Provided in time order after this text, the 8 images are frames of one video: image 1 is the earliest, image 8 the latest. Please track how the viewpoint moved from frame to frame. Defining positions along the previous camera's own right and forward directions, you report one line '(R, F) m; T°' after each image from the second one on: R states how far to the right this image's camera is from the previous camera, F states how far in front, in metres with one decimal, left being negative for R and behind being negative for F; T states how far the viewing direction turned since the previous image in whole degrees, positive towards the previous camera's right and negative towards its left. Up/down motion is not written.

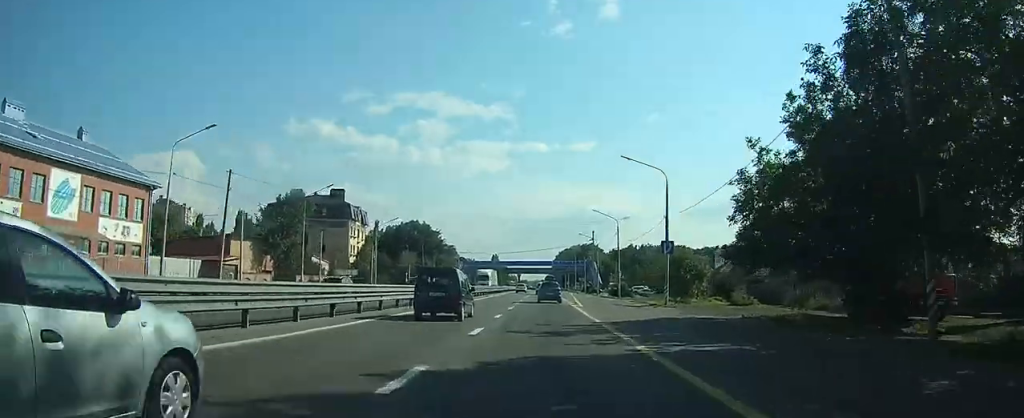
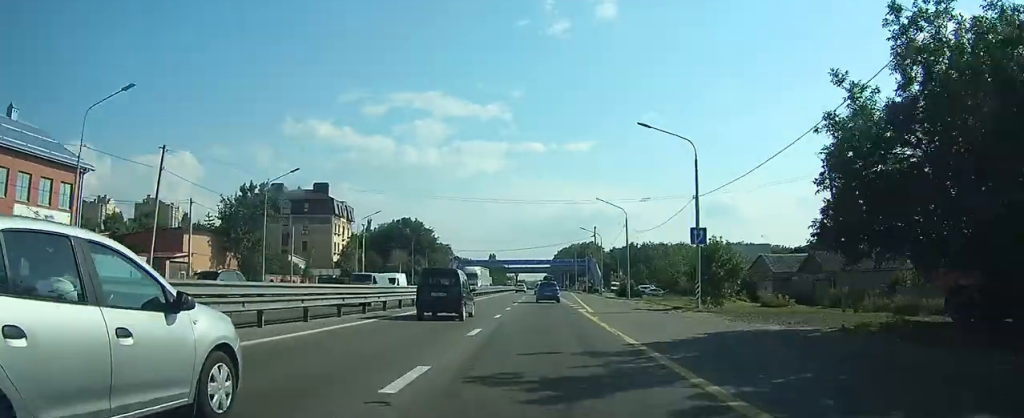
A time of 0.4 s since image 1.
(+0.1, +8.1) m; +1°
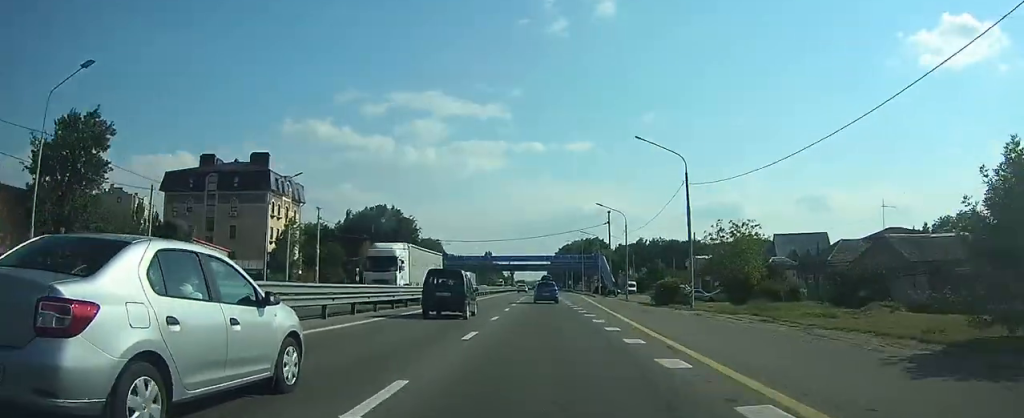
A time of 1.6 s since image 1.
(+0.3, +25.6) m; +2°
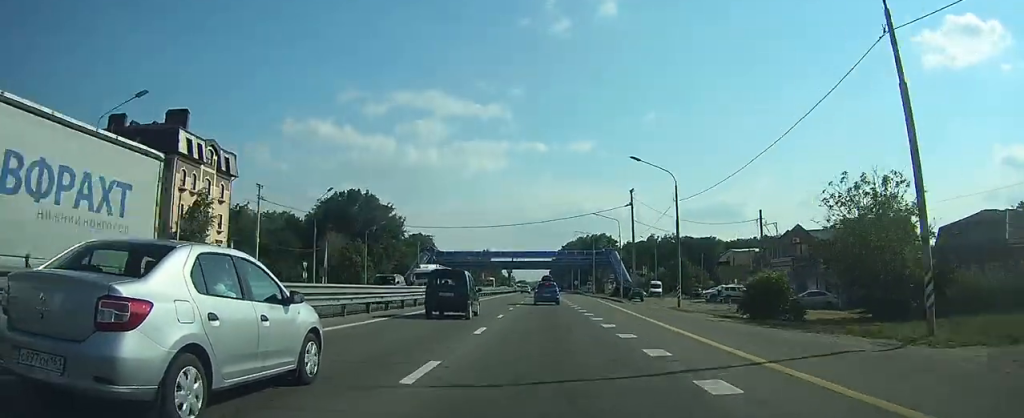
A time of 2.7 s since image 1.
(+0.3, +22.6) m; +1°
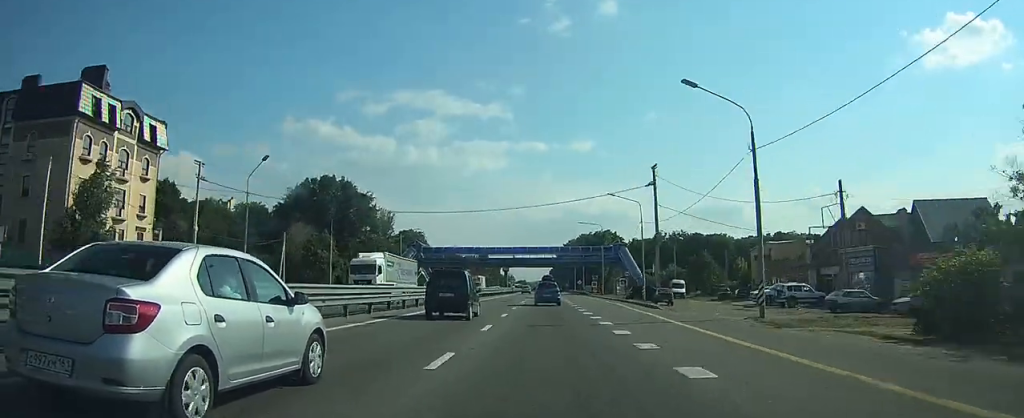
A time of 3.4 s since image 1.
(0.0, +15.0) m; 0°
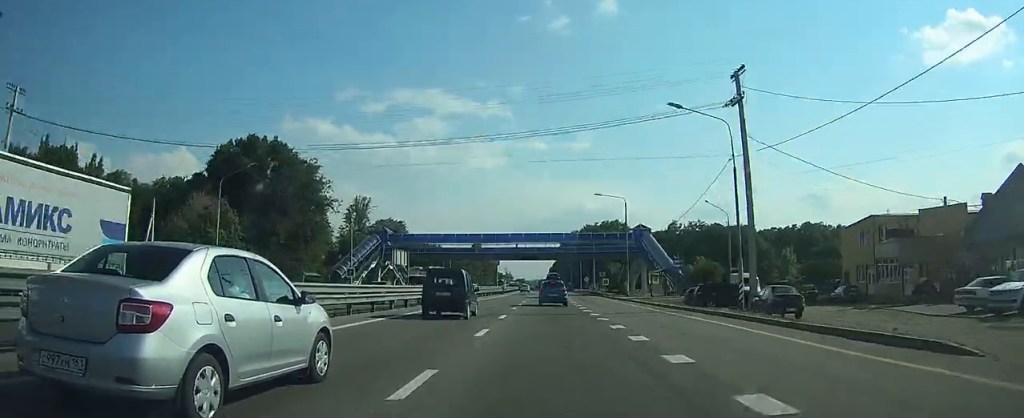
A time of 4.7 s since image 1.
(0.0, +27.2) m; 0°
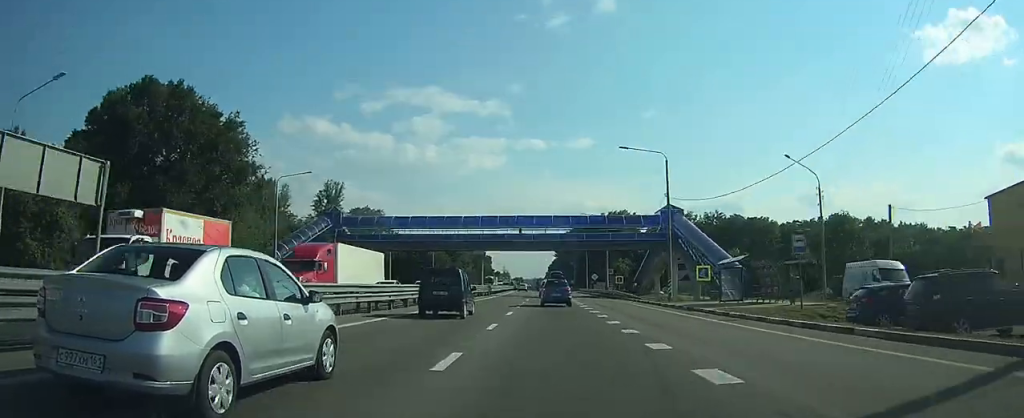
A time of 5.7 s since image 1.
(-0.1, +22.7) m; 0°
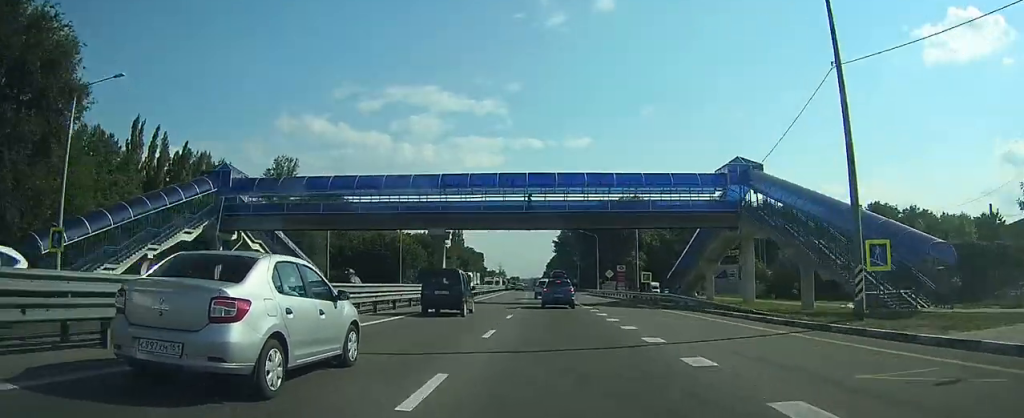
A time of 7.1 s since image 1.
(+0.2, +28.5) m; +1°
